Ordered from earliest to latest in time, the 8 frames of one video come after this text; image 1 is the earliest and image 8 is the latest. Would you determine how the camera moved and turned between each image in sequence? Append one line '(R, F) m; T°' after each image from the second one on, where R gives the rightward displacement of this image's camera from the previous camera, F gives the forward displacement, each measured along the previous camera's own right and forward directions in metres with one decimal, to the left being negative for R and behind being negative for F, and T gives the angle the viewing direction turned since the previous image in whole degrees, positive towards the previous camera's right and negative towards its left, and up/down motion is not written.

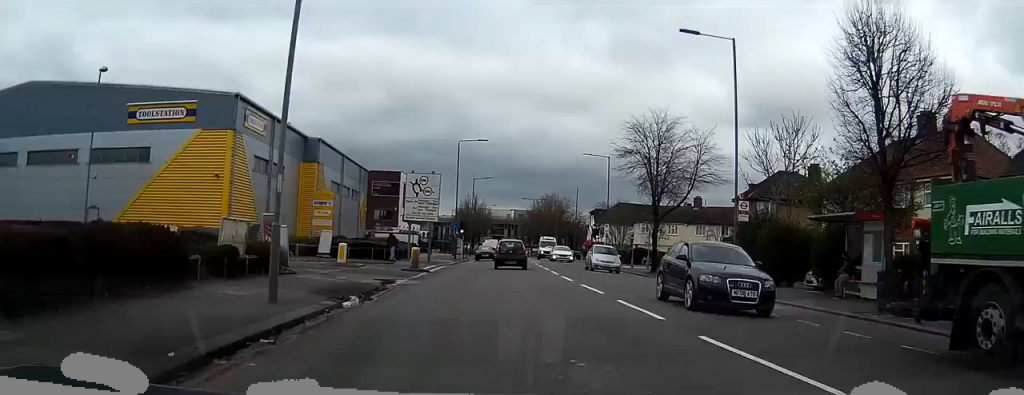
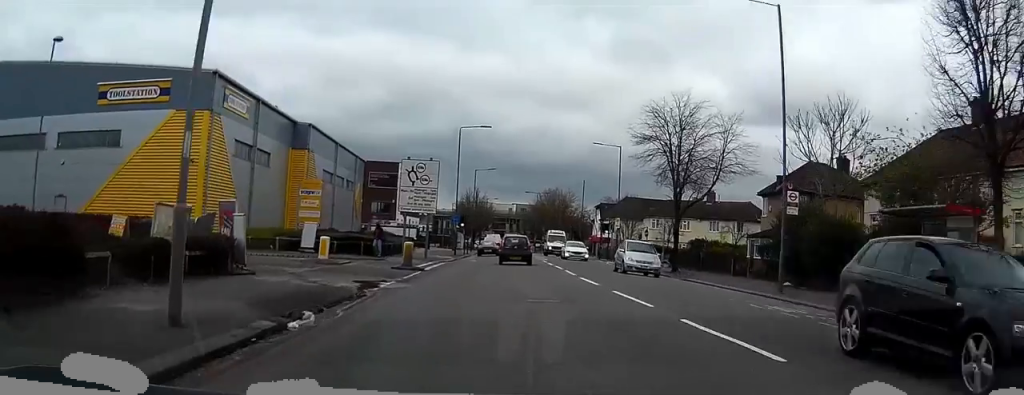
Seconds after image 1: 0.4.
(0.0, +4.7) m; 0°
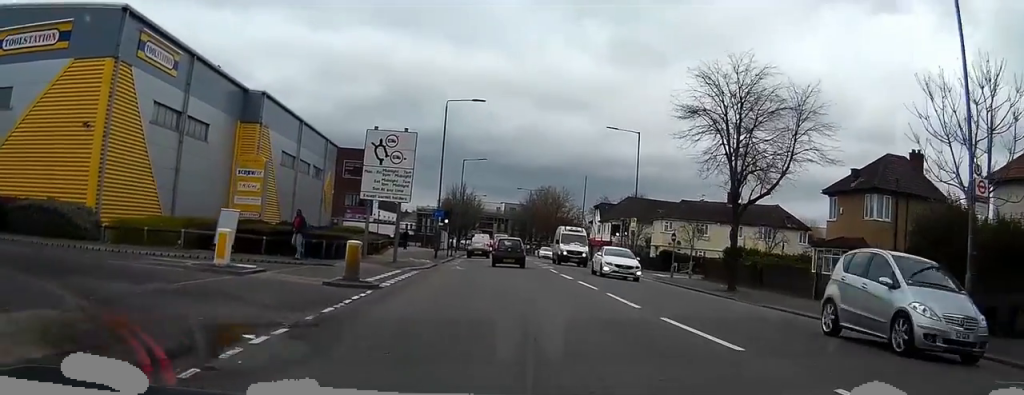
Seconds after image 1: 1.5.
(+0.1, +11.5) m; +1°
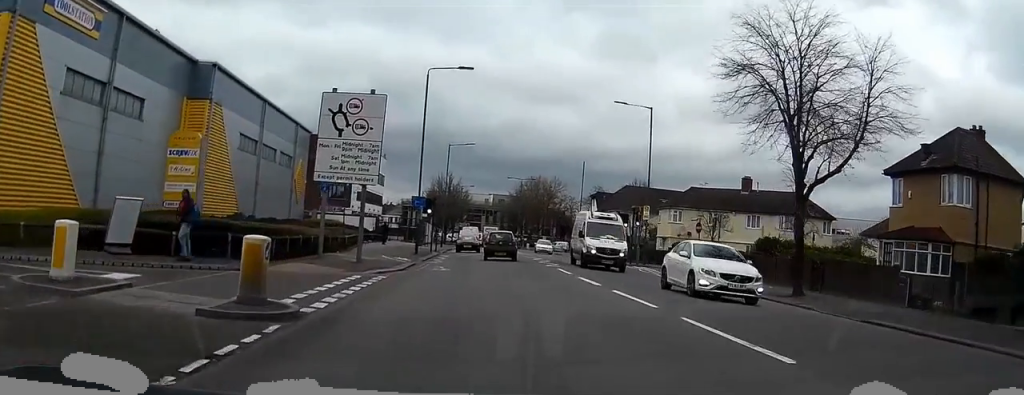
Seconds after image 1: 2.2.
(0.0, +7.7) m; 0°
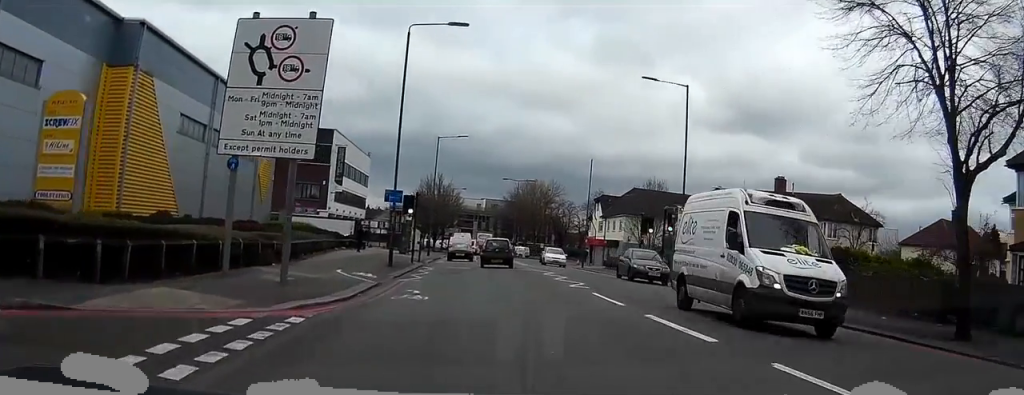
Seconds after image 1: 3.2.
(+0.1, +9.6) m; 0°
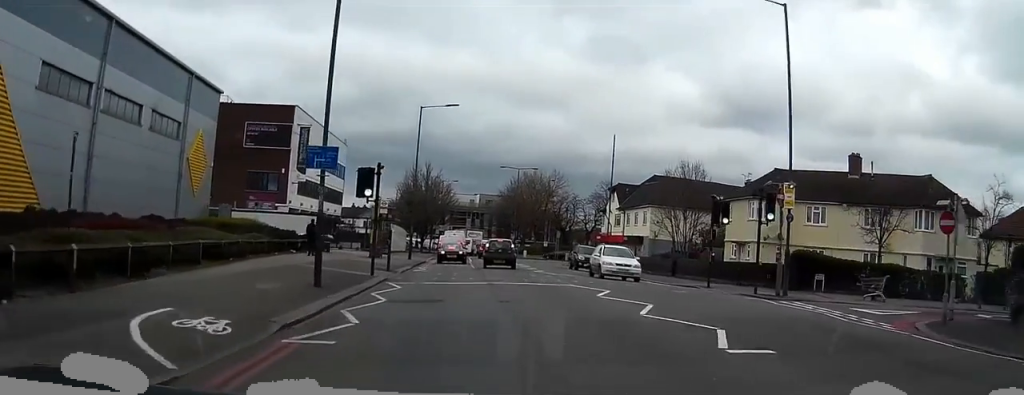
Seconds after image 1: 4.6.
(-0.1, +13.8) m; 0°
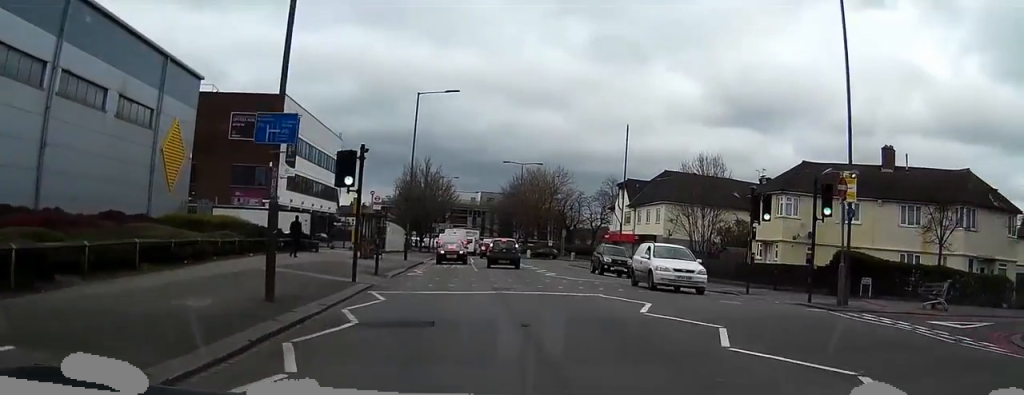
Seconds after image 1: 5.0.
(0.0, +4.2) m; 0°
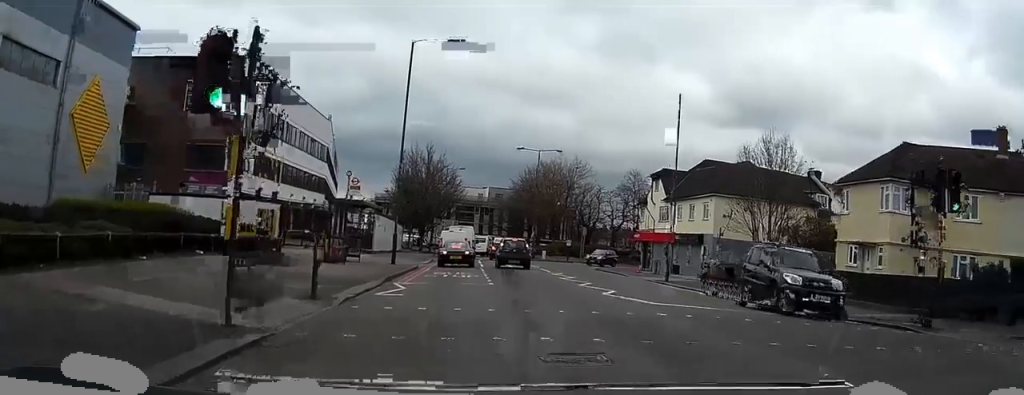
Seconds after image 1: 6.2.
(-0.1, +10.9) m; -2°
